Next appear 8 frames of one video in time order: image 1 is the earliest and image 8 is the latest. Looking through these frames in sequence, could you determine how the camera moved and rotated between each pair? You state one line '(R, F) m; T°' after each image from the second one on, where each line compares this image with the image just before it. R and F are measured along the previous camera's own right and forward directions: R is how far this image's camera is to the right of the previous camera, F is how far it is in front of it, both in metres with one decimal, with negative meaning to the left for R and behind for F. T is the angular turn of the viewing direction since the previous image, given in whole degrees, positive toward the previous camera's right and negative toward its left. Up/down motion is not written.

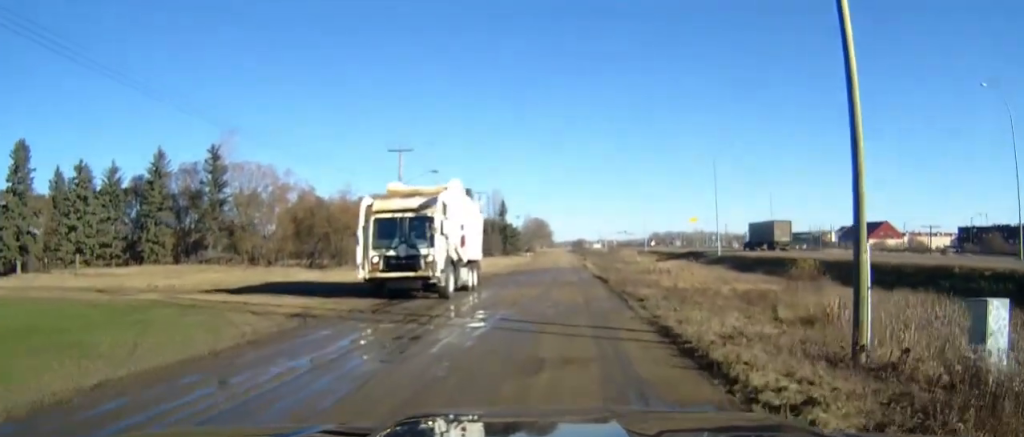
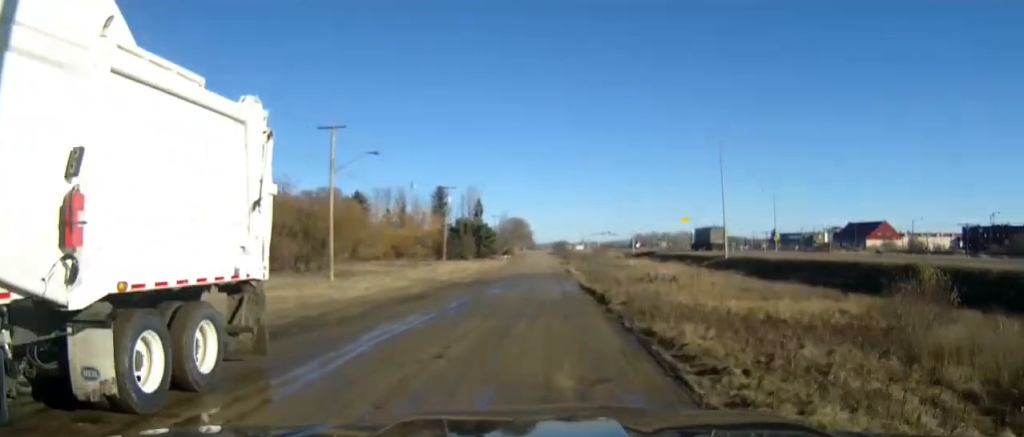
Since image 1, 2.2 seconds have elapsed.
(+0.1, +12.9) m; +1°
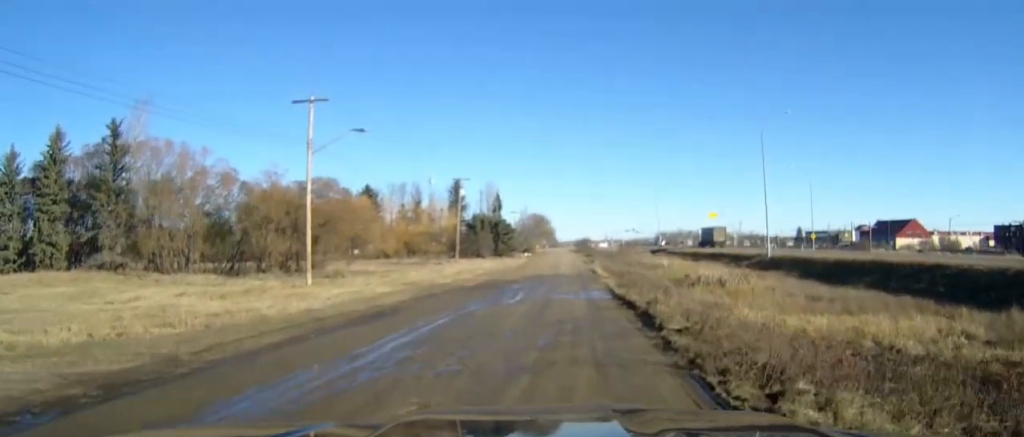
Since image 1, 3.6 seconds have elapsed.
(0.0, +7.8) m; -1°
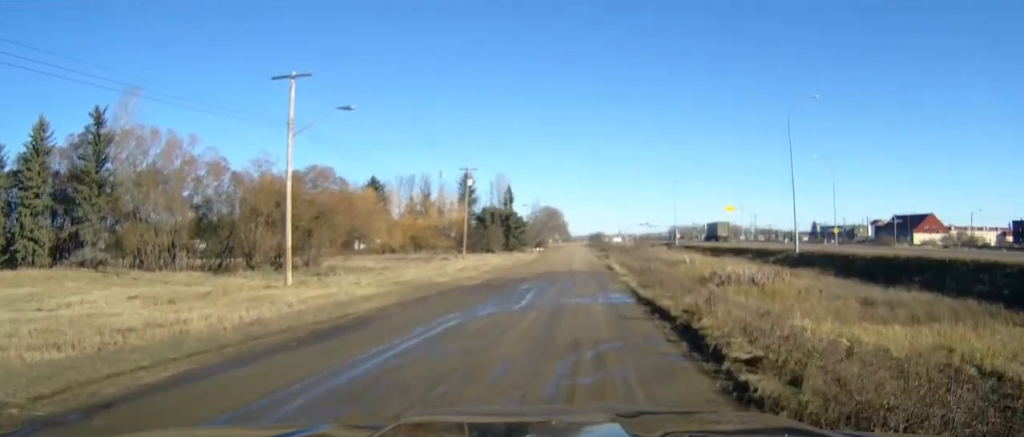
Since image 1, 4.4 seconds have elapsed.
(0.0, +4.5) m; -1°
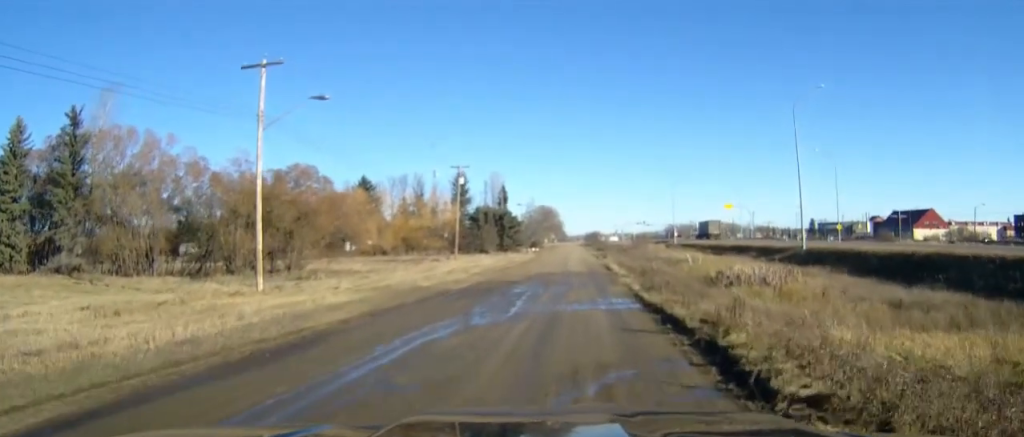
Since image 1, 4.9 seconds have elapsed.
(-0.1, +2.8) m; 0°
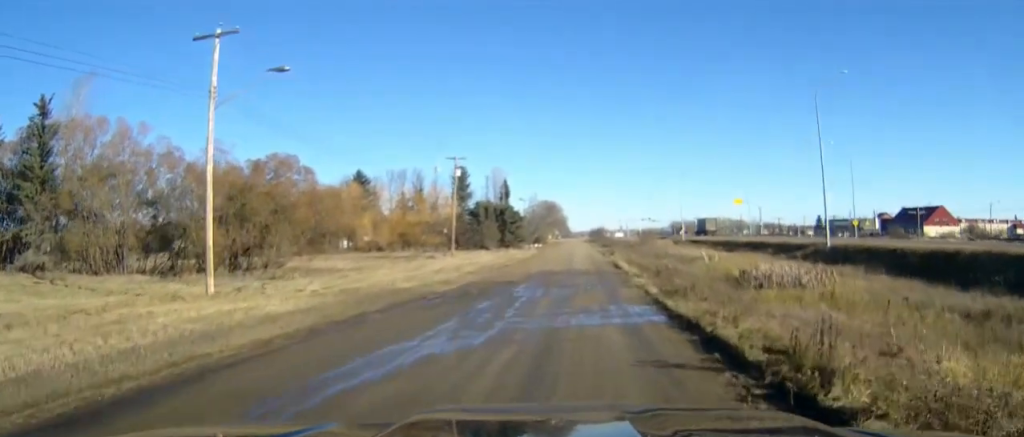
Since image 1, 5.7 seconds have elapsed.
(0.0, +4.7) m; 0°
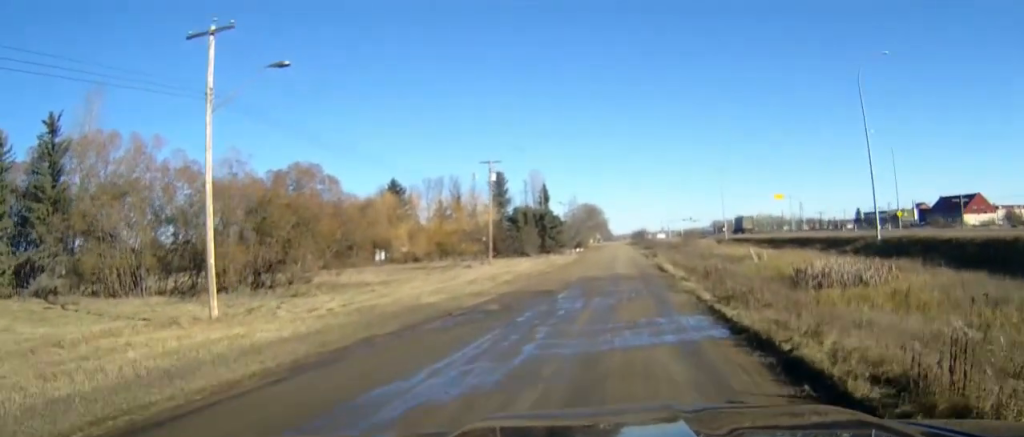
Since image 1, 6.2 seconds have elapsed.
(0.0, +2.6) m; 0°
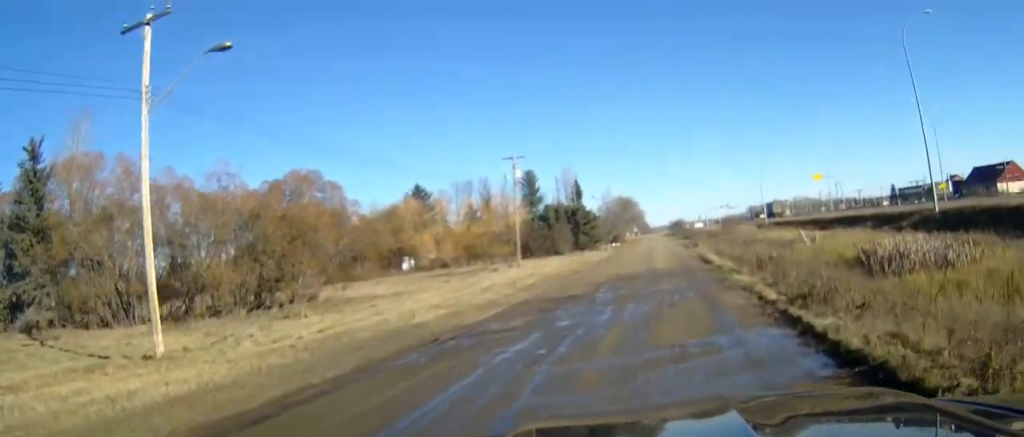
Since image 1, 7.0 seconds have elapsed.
(0.0, +4.9) m; 0°
